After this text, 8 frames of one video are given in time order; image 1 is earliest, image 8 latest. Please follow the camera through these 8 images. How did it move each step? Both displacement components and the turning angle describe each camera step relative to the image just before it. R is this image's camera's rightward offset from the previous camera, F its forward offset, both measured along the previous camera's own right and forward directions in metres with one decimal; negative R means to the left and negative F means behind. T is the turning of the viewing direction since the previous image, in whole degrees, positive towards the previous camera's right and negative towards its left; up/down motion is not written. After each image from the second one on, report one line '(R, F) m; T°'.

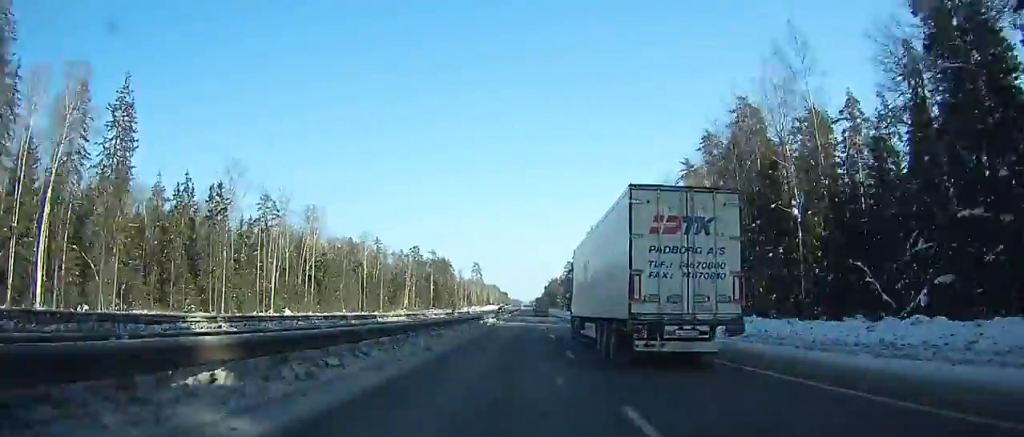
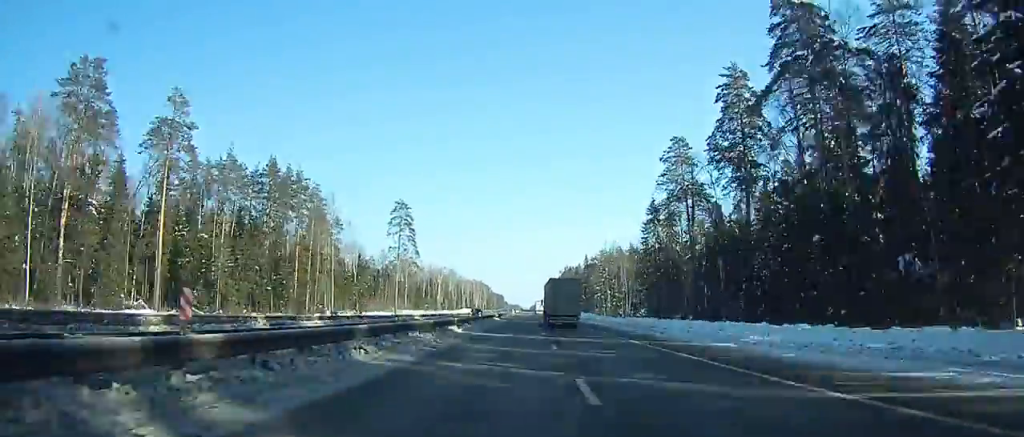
(+1.0, +226.5) m; 0°
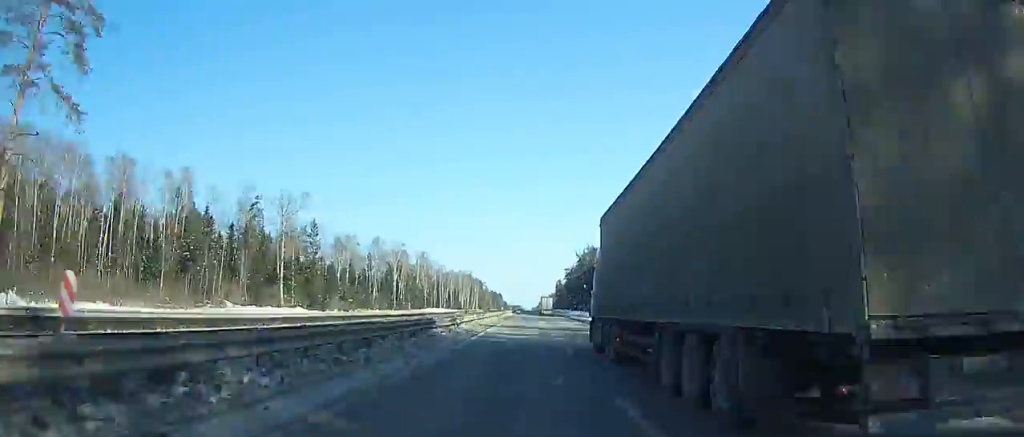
(-1.1, +124.1) m; 0°
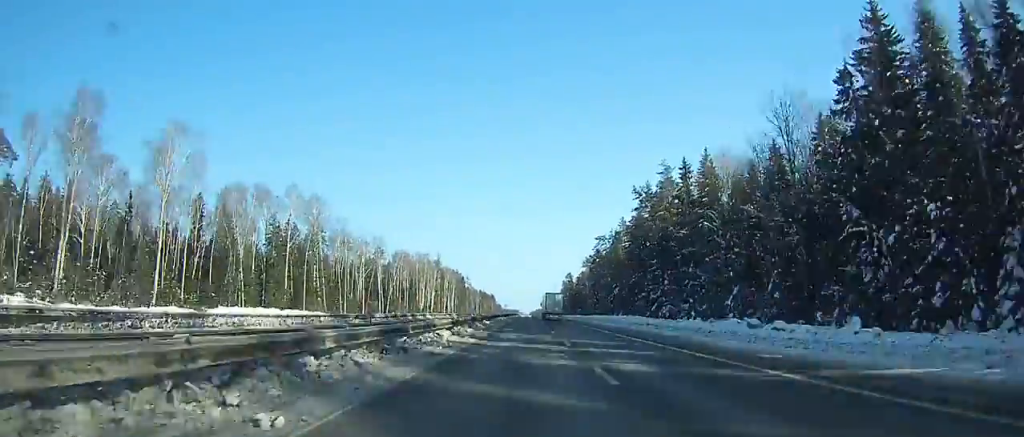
(+0.7, +151.1) m; +1°
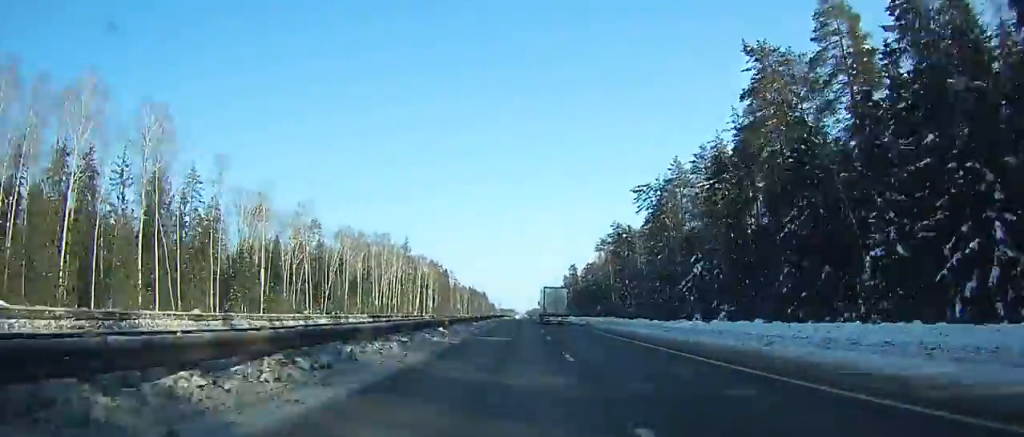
(+0.4, +66.6) m; 0°
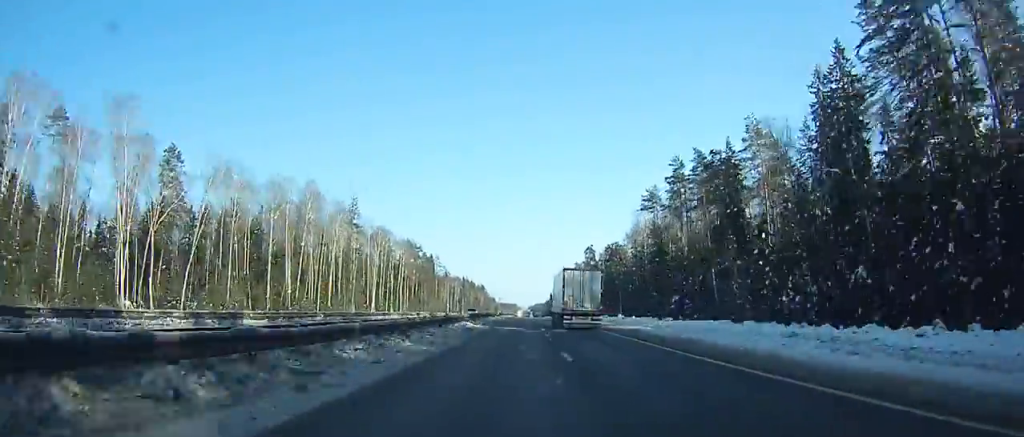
(+0.1, +72.8) m; 0°
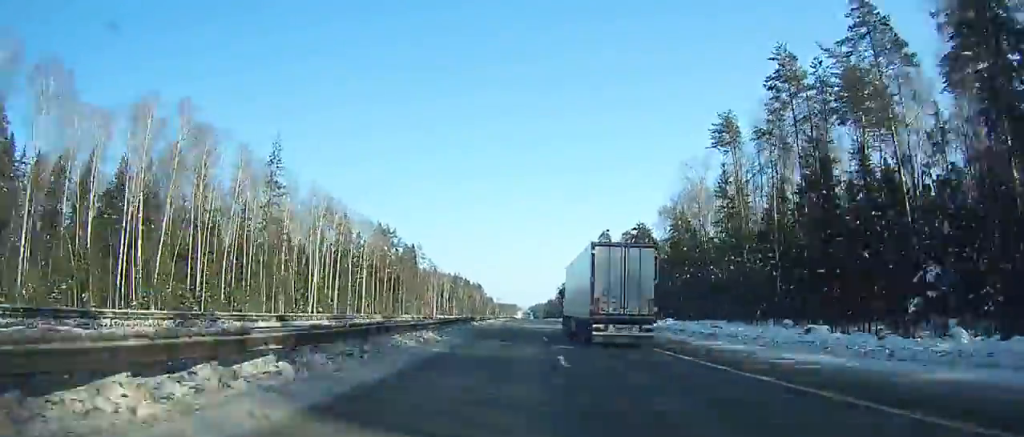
(0.0, +49.3) m; 0°
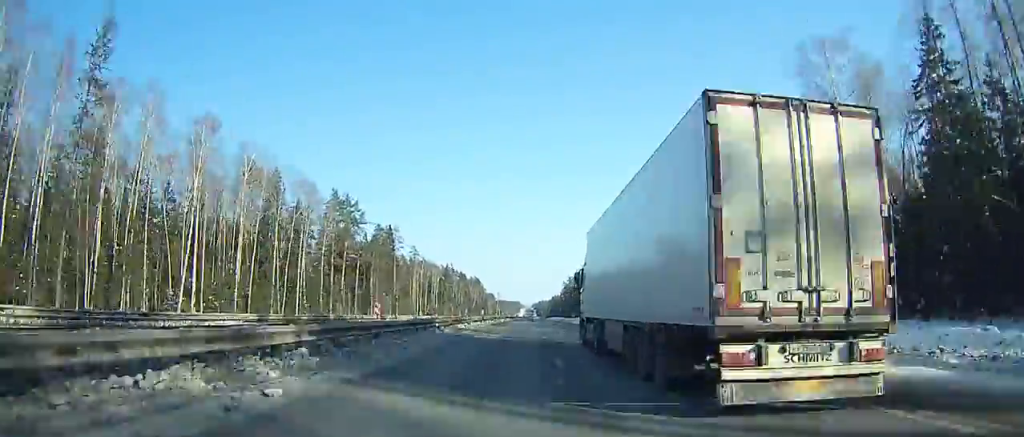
(-0.1, +48.8) m; 0°
